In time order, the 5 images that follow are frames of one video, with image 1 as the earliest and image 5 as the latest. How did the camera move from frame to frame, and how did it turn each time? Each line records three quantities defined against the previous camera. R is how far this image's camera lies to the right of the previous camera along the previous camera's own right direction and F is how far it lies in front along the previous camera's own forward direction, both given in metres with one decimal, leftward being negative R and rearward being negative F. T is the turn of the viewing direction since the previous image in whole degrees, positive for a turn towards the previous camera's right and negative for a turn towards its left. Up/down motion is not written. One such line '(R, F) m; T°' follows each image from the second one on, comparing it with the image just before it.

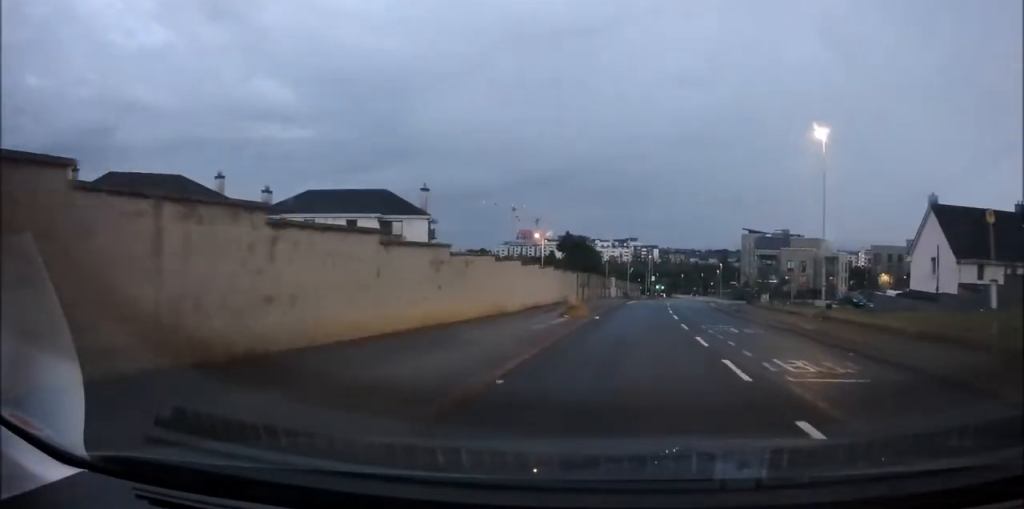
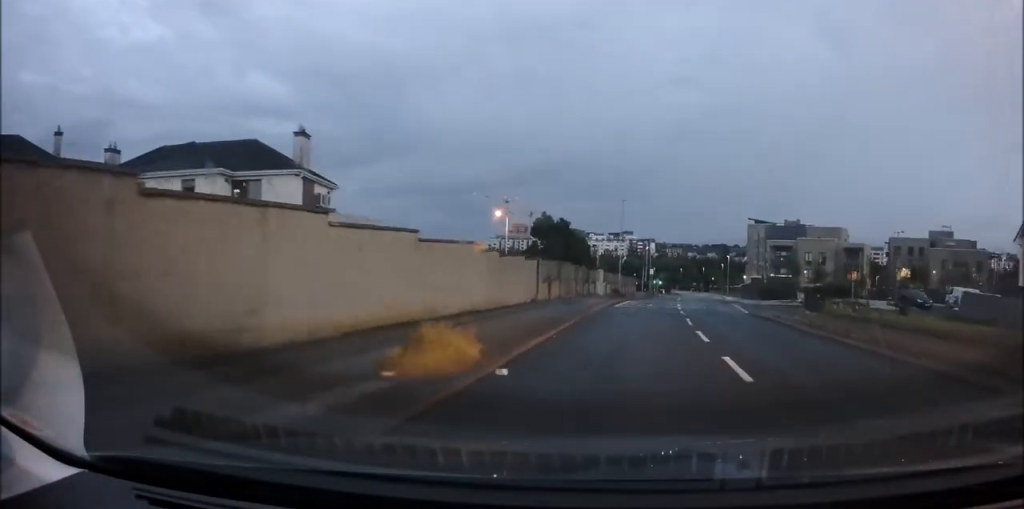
(+0.2, +16.5) m; +1°
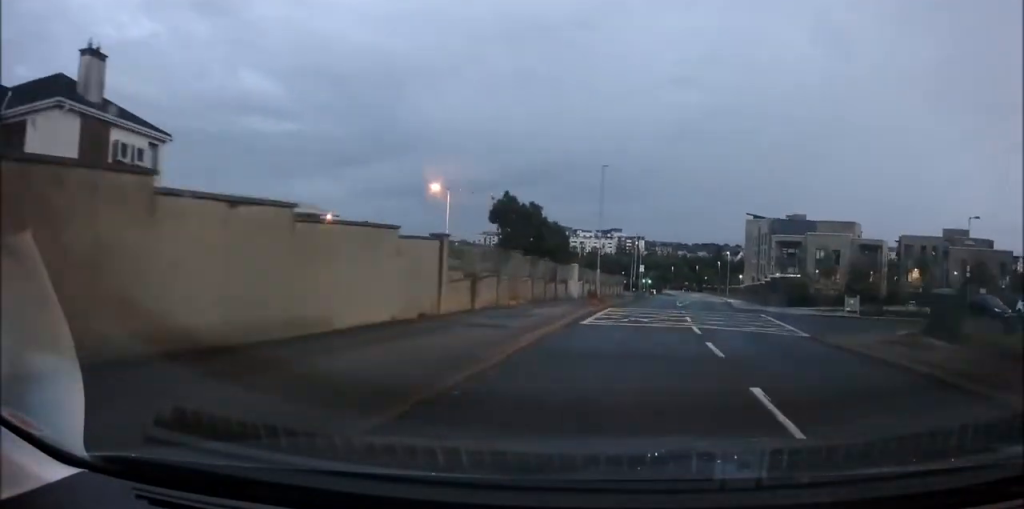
(+0.1, +12.9) m; +1°
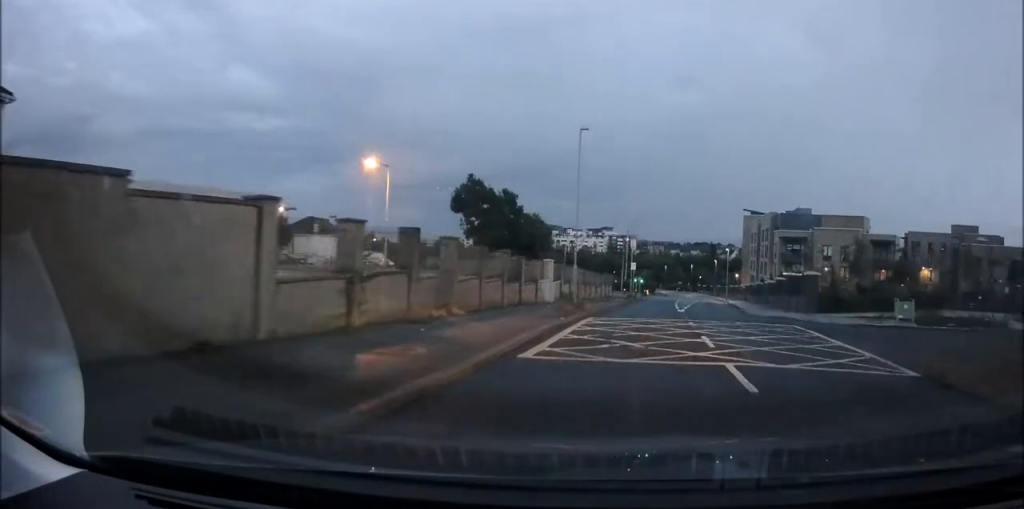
(0.0, +8.0) m; +1°
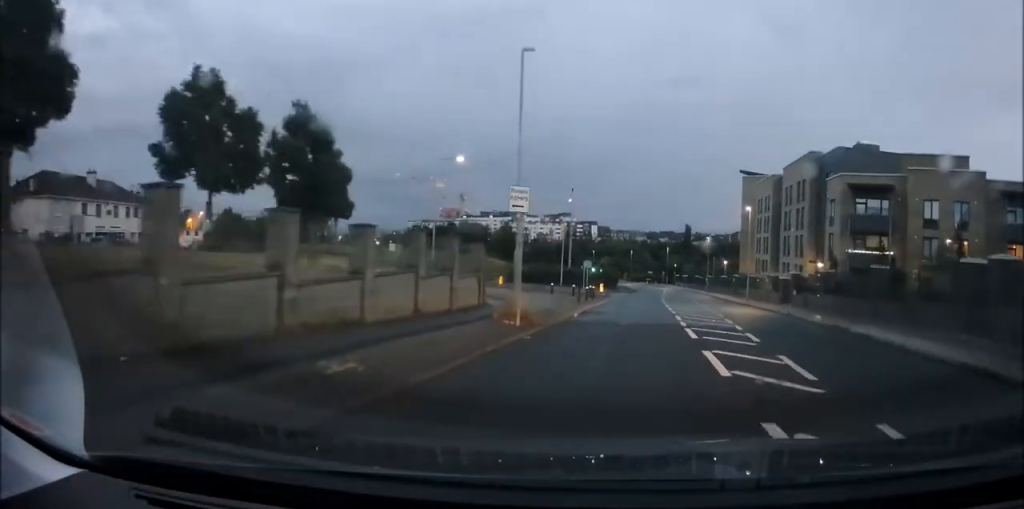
(+1.7, +42.7) m; +3°
